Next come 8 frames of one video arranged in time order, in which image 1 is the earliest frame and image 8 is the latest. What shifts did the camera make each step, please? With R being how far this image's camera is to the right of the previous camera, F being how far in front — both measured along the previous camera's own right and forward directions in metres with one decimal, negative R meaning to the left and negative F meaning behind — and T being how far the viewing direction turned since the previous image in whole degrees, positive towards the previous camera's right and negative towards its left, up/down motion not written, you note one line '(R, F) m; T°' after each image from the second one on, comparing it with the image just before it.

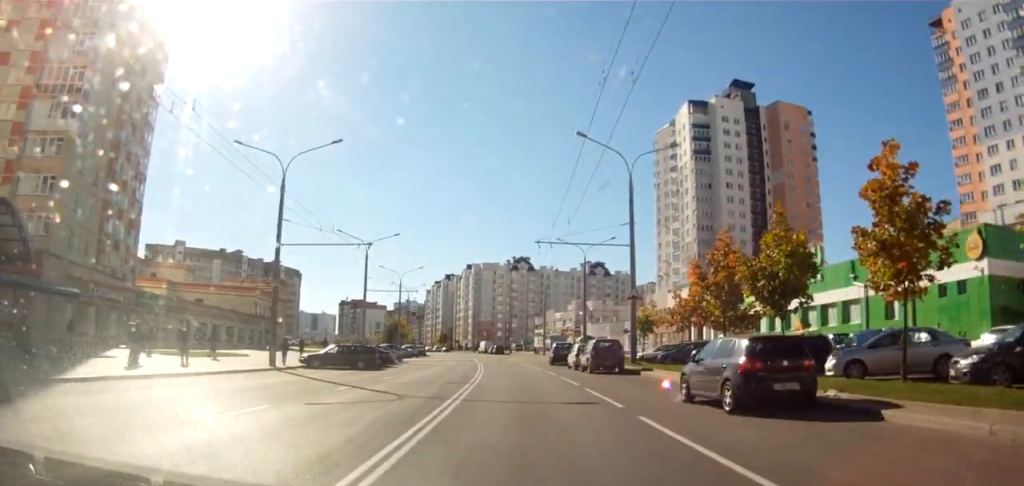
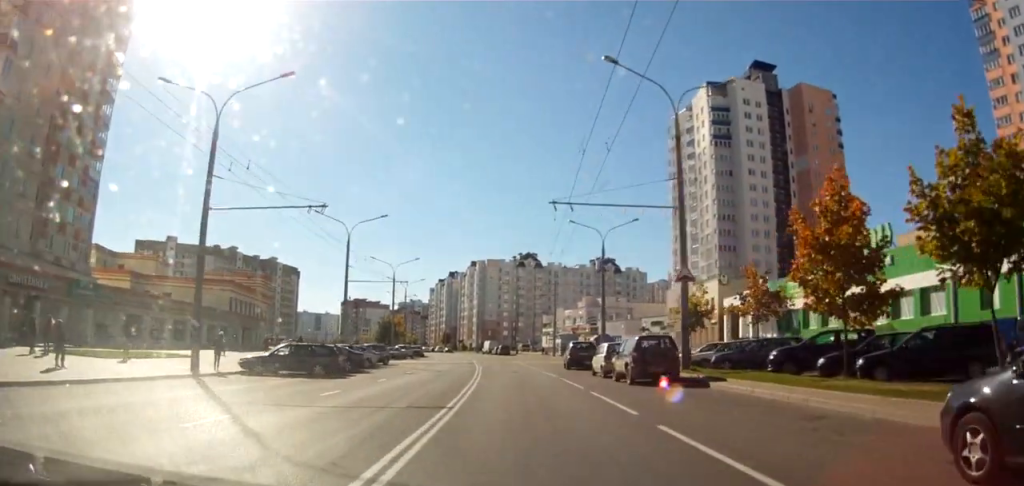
(-0.1, +8.8) m; -3°
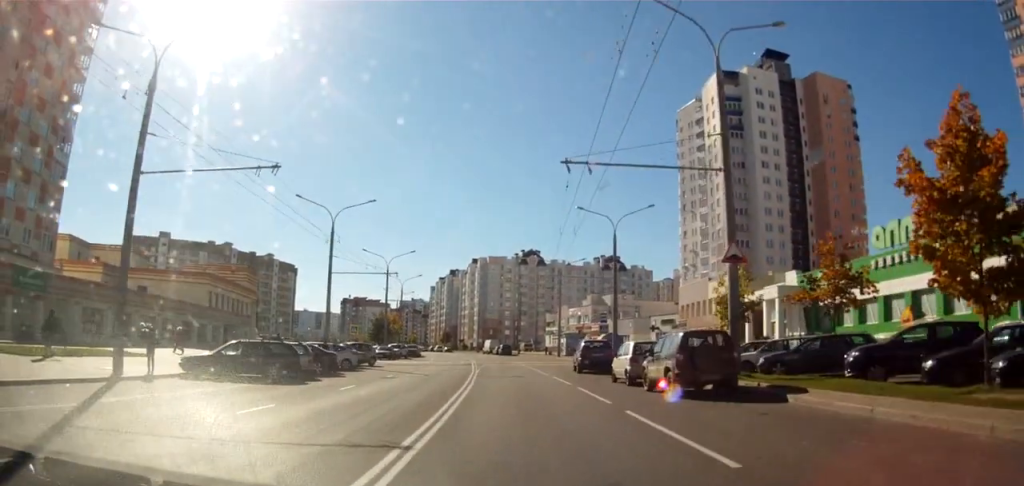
(-0.3, +5.1) m; -1°
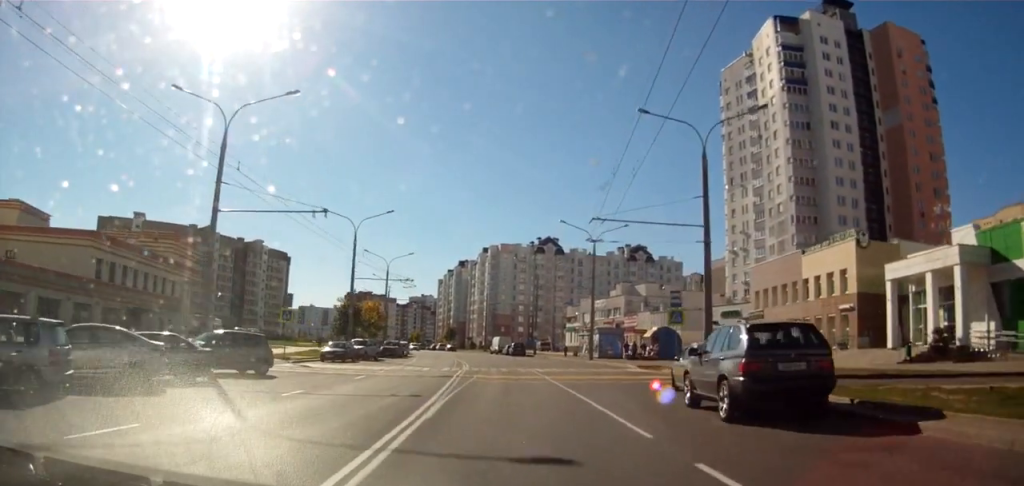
(-0.4, +21.9) m; -3°
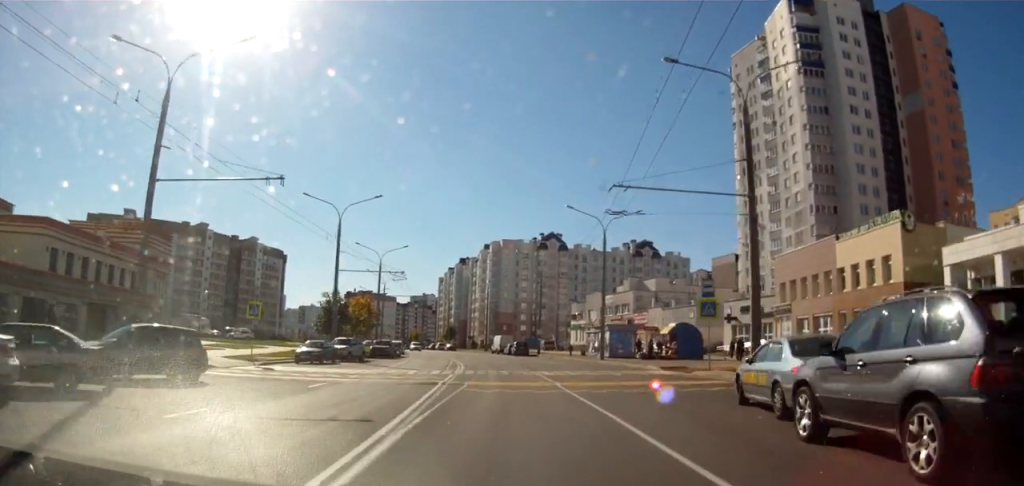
(-0.1, +5.9) m; -1°
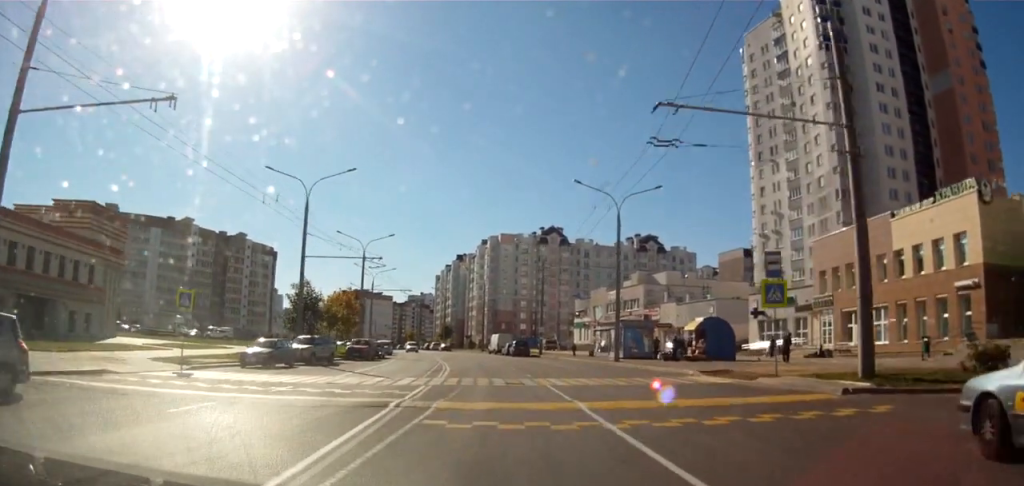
(0.0, +9.1) m; 0°
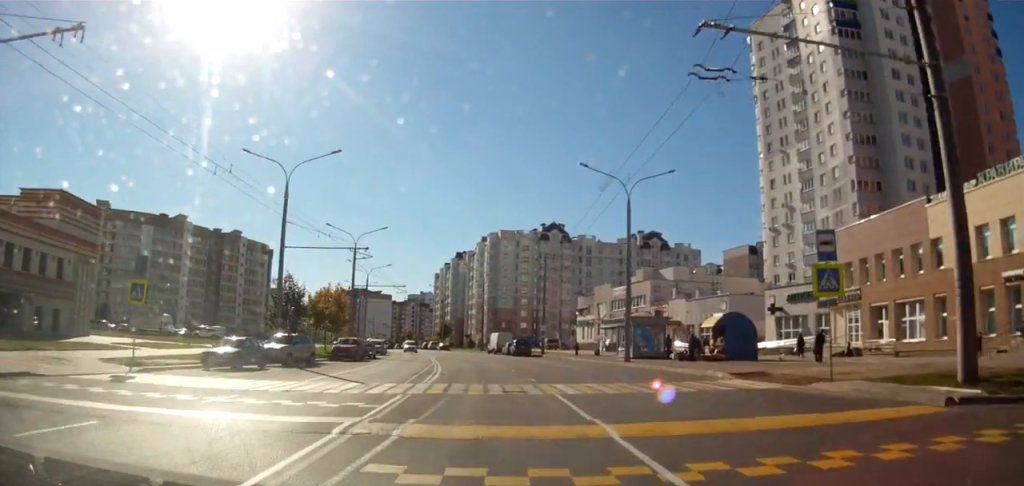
(0.0, +4.7) m; -1°
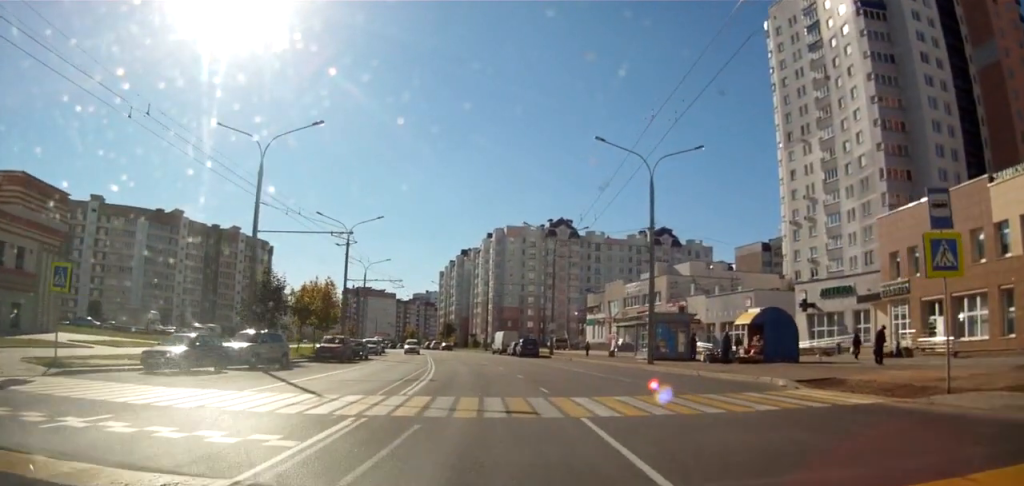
(-0.1, +7.7) m; -1°
